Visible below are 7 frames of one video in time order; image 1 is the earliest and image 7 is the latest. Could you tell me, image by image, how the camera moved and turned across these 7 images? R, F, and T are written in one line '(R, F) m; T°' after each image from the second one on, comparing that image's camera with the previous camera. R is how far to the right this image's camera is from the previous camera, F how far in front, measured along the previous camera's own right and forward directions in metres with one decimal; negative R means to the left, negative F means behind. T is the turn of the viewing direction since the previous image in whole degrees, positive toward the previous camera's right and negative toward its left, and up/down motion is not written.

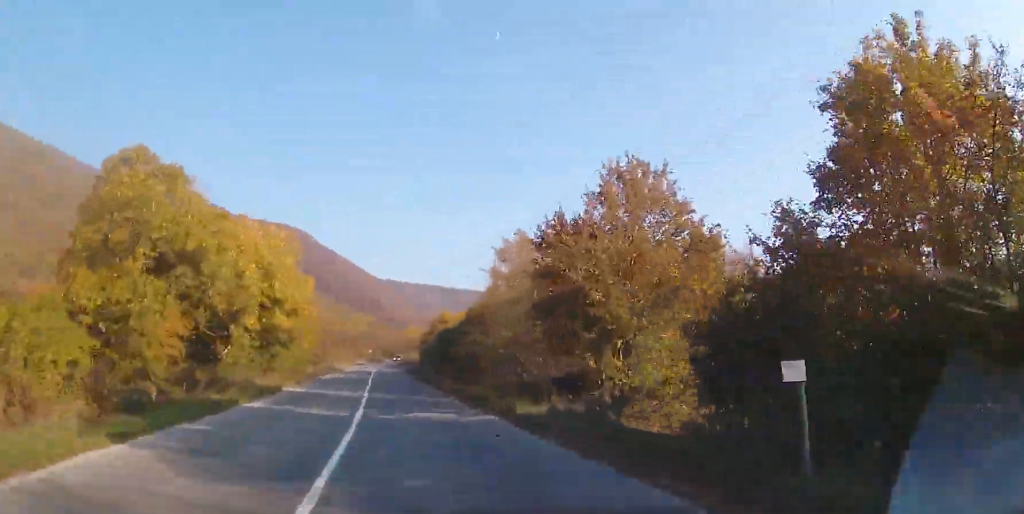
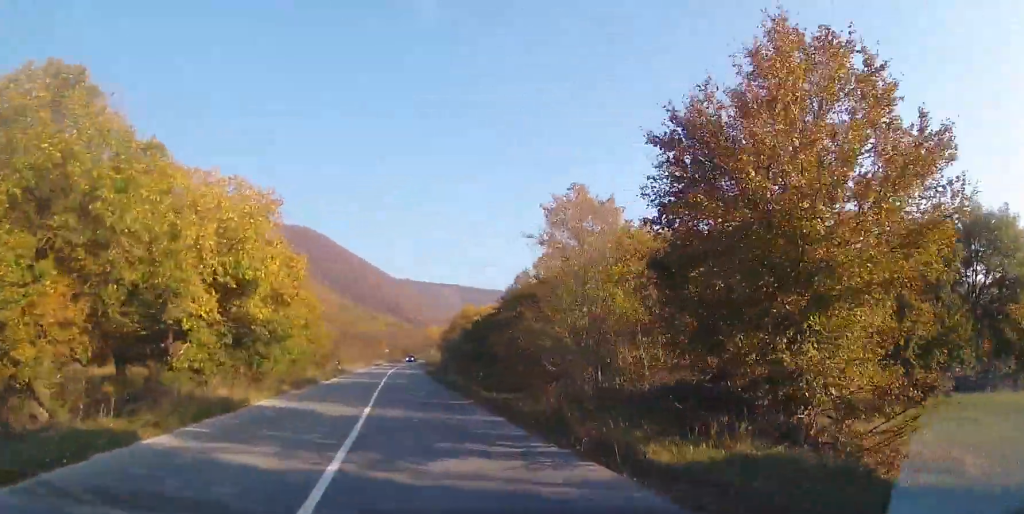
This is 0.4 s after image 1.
(-0.2, +7.3) m; -3°
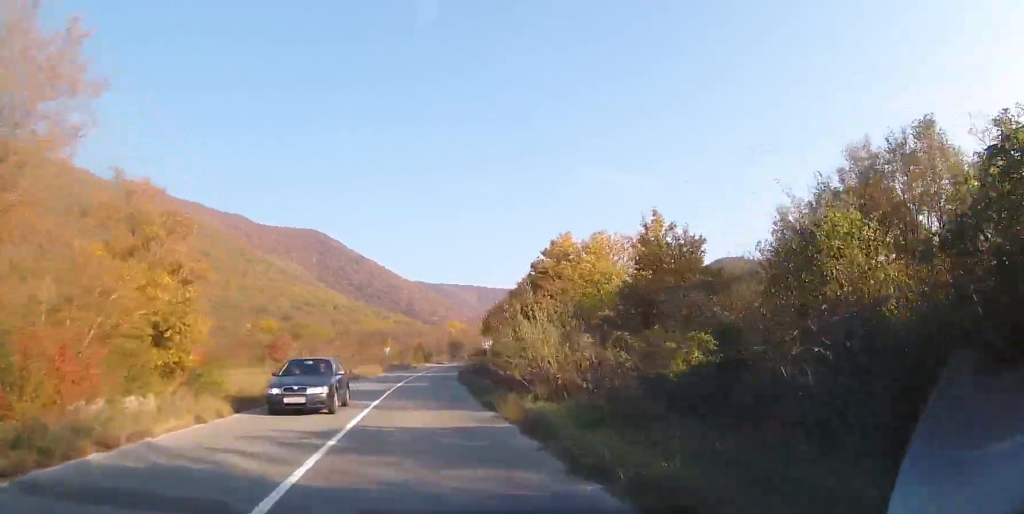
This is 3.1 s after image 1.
(-2.7, +45.7) m; -3°
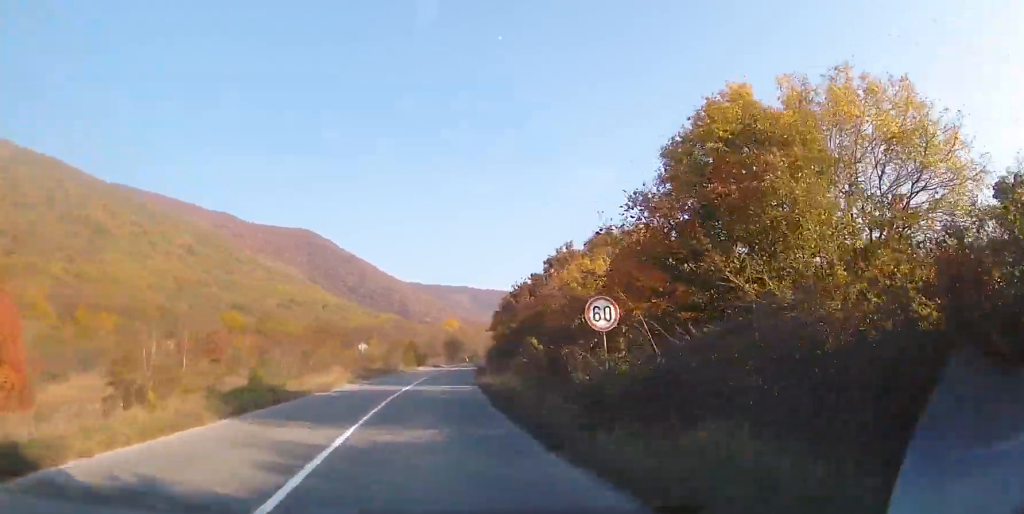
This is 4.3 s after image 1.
(+0.2, +20.6) m; +2°
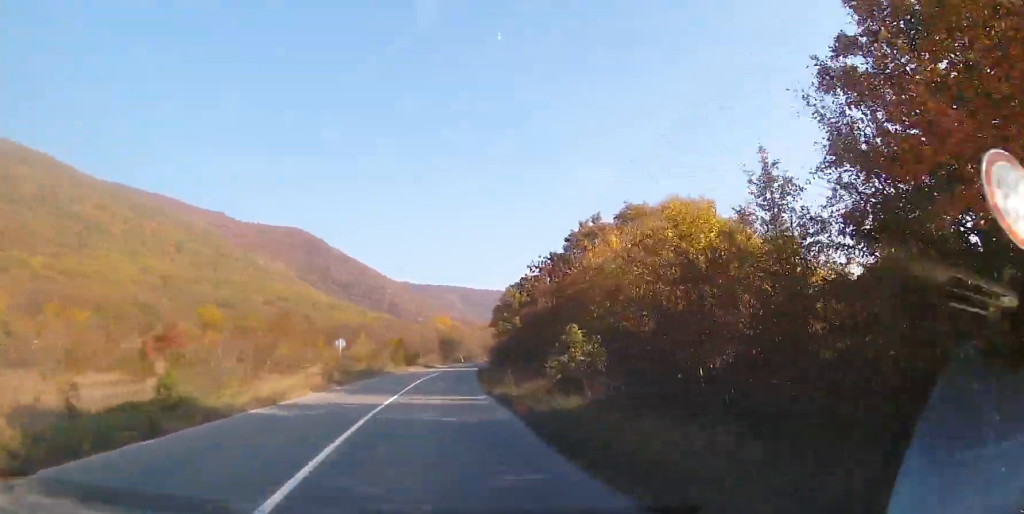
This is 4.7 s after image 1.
(0.0, +8.4) m; +1°
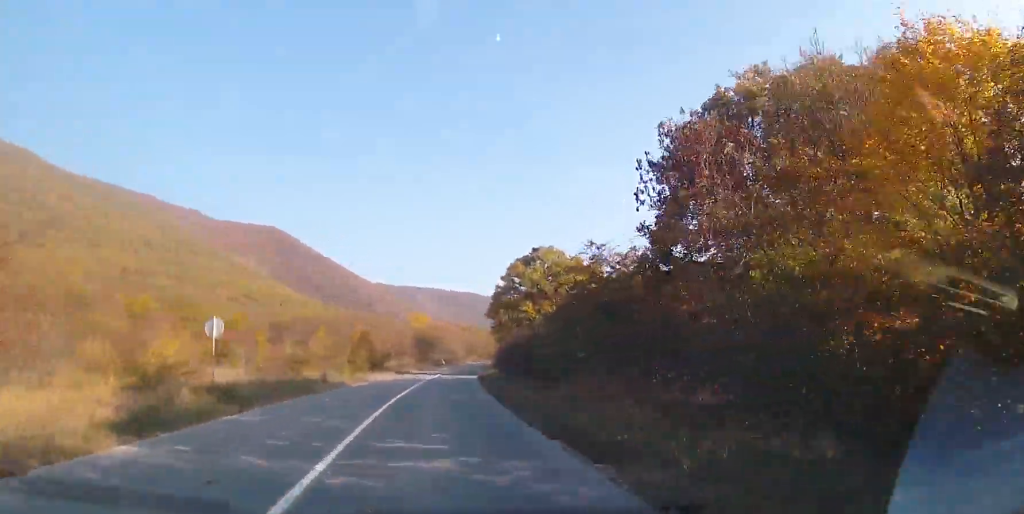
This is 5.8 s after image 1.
(+0.5, +19.5) m; +2°
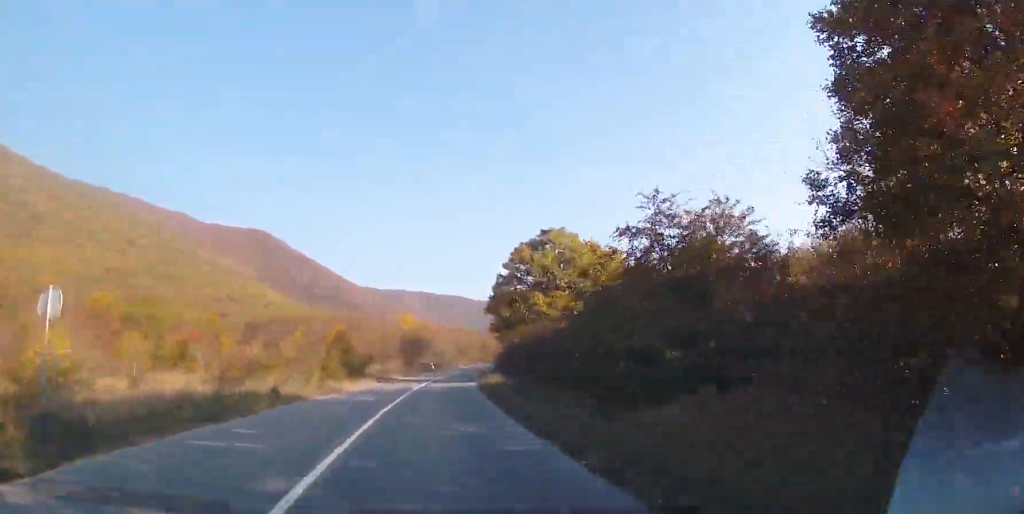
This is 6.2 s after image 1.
(+0.1, +8.0) m; +1°
